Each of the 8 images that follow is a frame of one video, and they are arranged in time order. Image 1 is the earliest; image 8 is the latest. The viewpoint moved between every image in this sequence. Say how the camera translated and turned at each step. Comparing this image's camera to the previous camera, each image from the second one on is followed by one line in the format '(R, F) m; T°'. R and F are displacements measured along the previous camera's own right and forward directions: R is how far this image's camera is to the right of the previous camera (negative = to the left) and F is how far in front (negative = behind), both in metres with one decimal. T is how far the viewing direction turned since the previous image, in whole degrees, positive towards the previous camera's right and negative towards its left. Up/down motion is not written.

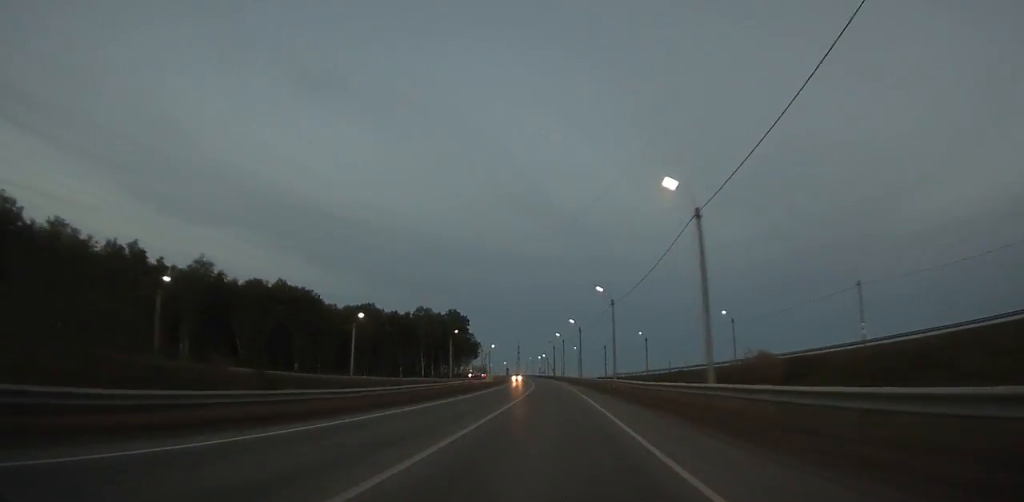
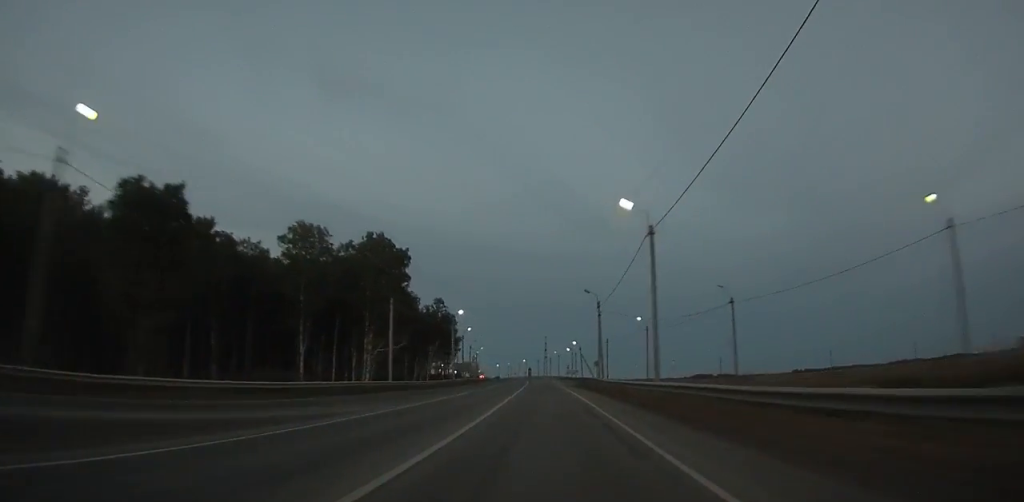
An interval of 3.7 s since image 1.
(-2.0, +89.3) m; -3°
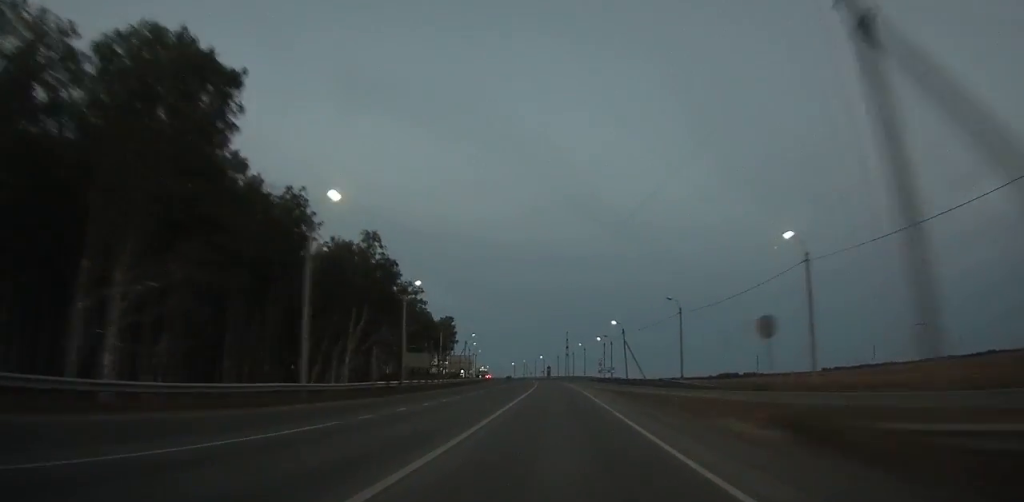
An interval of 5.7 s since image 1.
(-1.2, +47.0) m; -2°
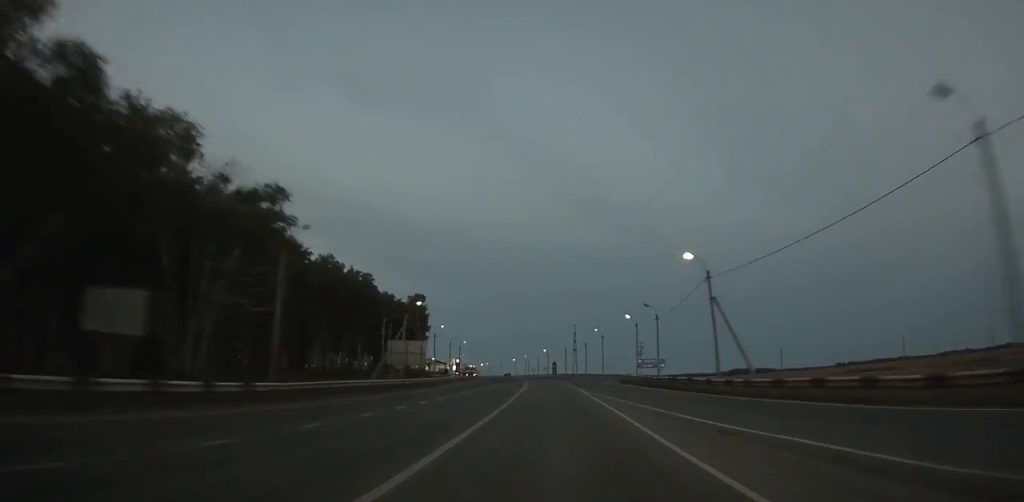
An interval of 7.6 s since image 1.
(-0.6, +43.8) m; -2°
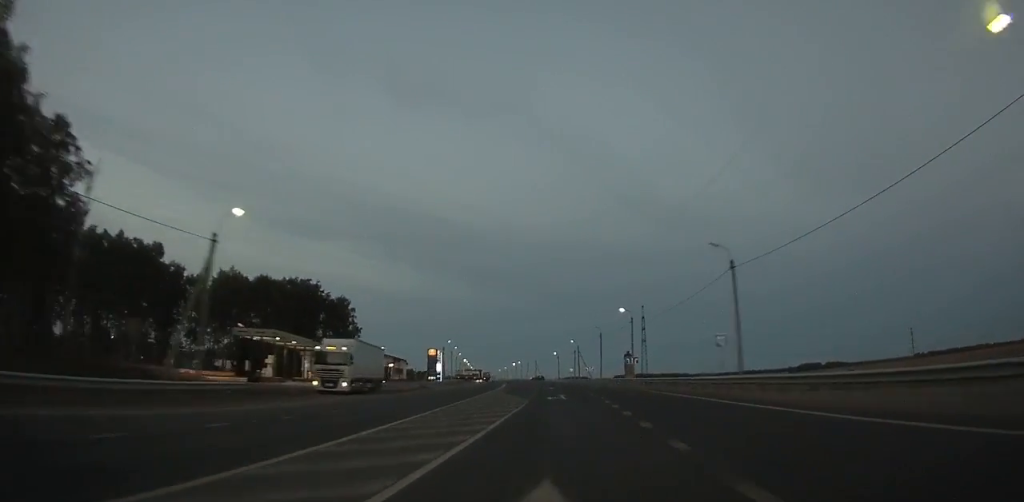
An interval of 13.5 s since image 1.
(-4.8, +125.9) m; -4°
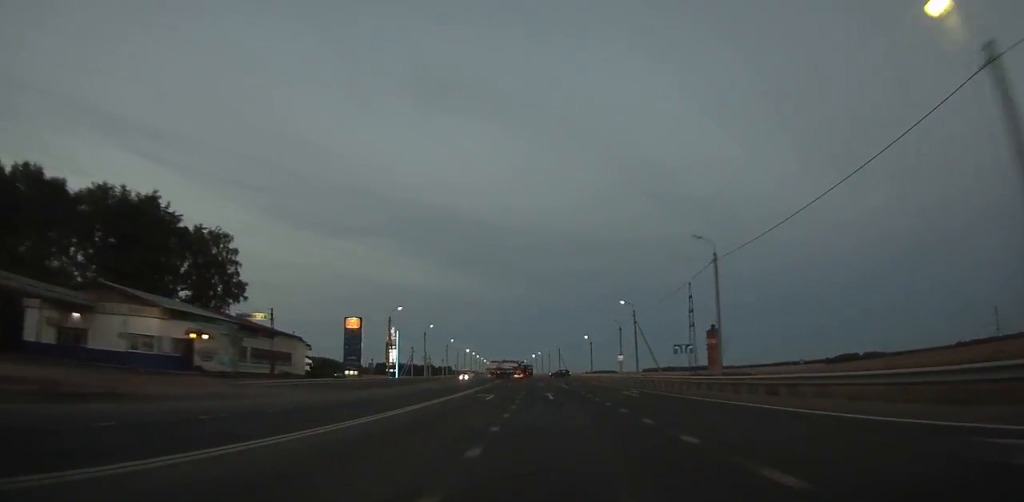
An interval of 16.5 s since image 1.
(-0.9, +57.6) m; -3°
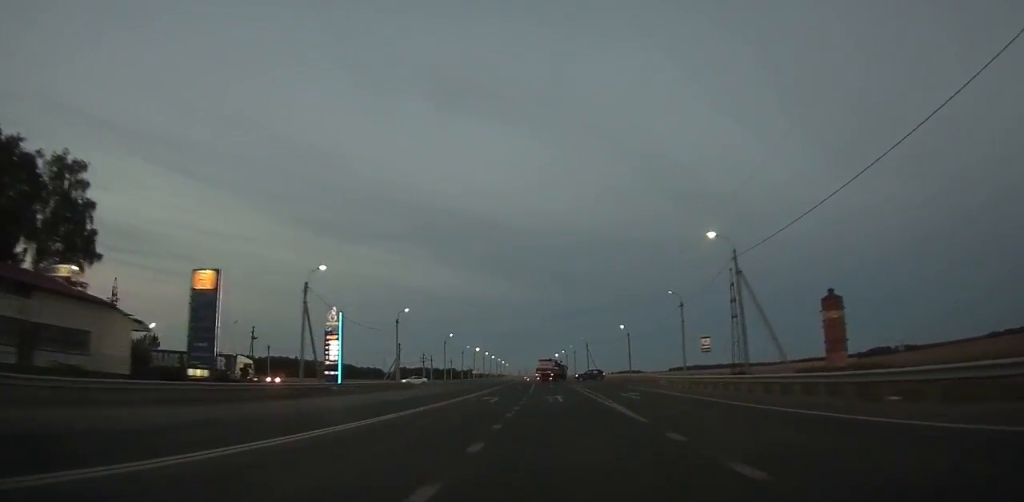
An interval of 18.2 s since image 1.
(-0.6, +30.8) m; -2°
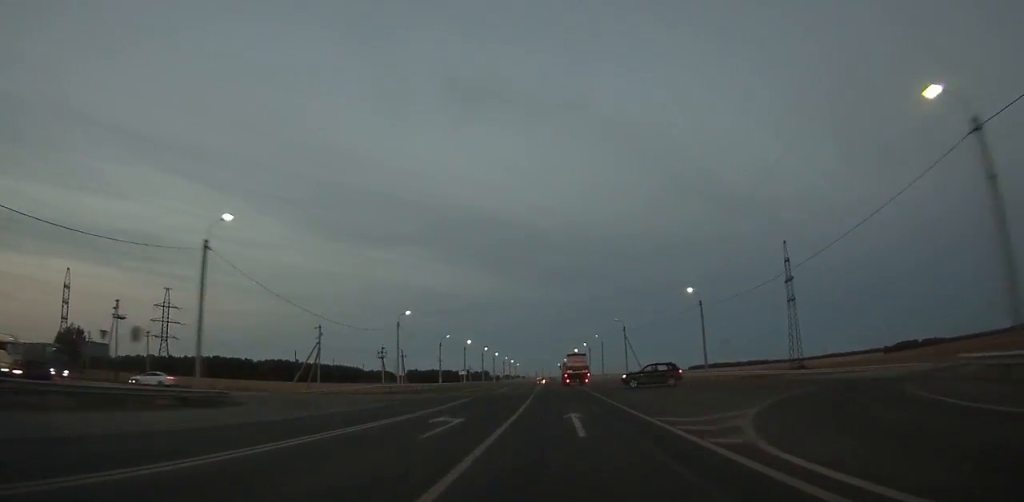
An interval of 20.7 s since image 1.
(-1.2, +43.6) m; -2°
